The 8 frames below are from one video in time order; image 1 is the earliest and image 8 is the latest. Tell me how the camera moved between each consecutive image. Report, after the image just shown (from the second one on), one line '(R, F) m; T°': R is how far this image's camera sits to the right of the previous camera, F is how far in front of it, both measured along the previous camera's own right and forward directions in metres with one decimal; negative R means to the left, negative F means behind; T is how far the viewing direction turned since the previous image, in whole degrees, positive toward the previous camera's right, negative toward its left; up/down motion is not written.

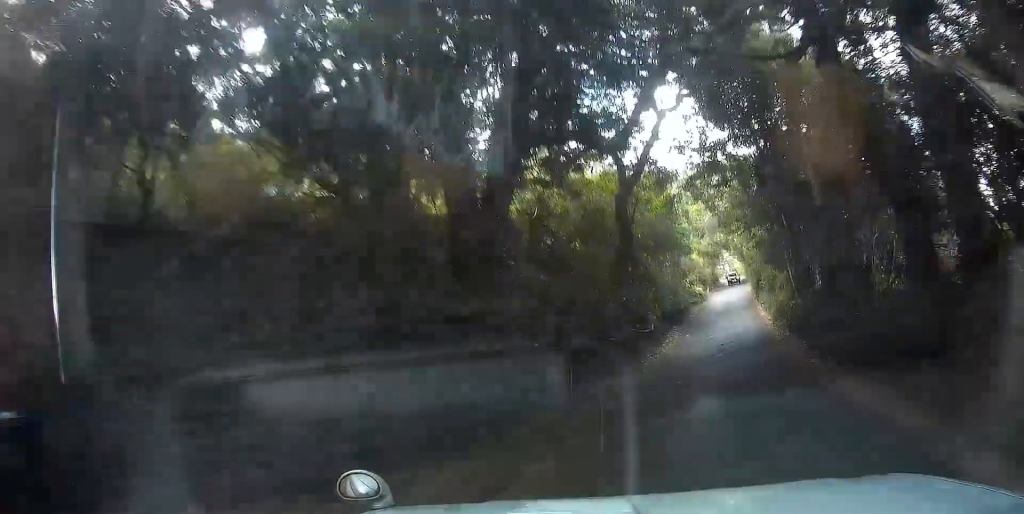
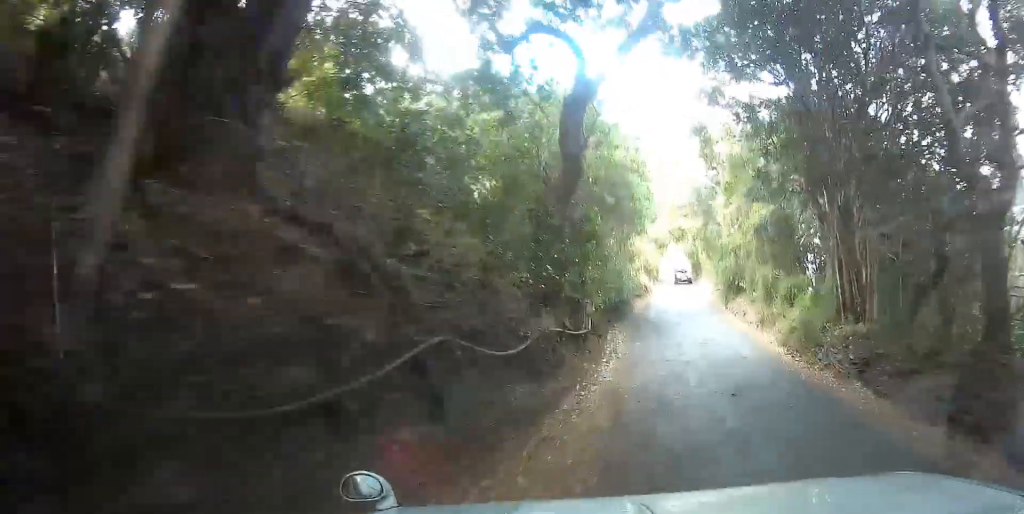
(+0.4, +10.4) m; +4°
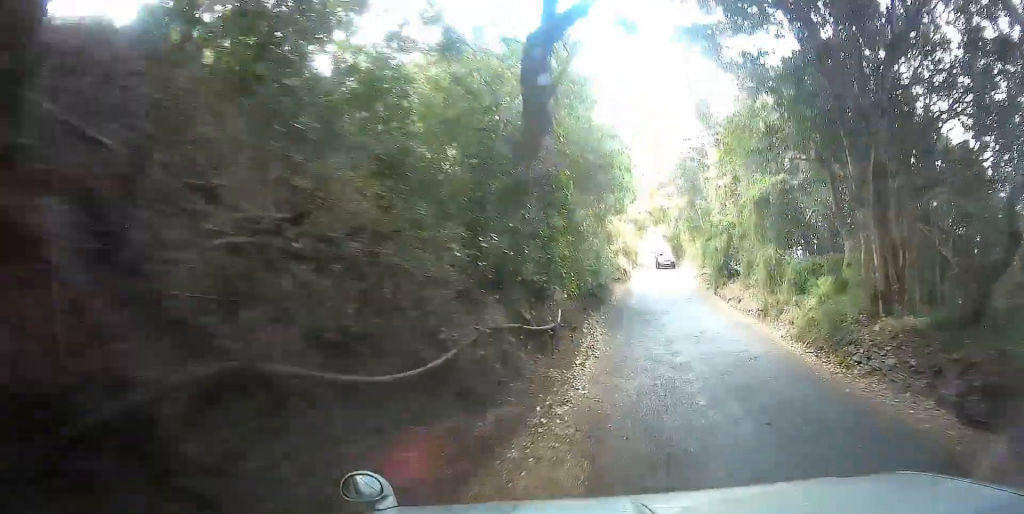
(0.0, +3.5) m; +1°
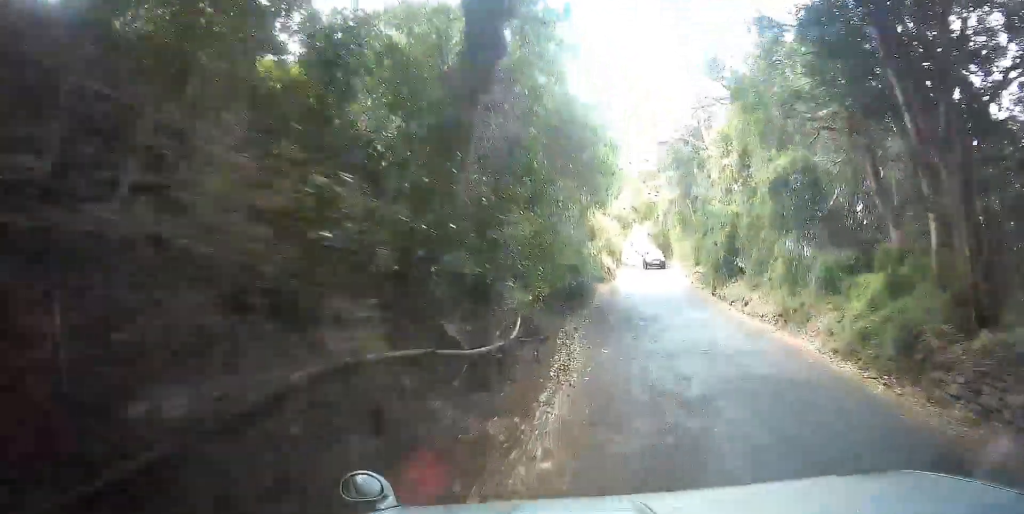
(+0.1, +4.0) m; +1°
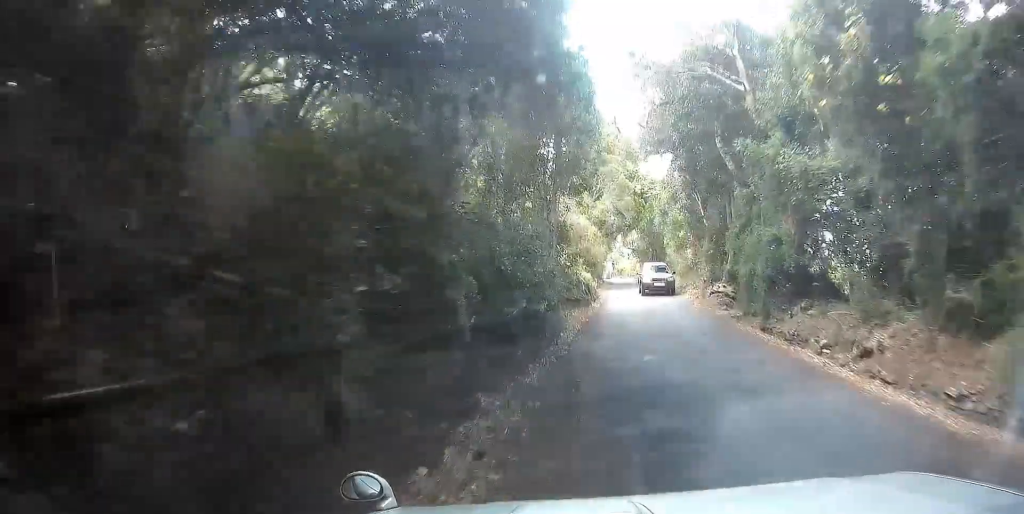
(+0.3, +11.6) m; +4°
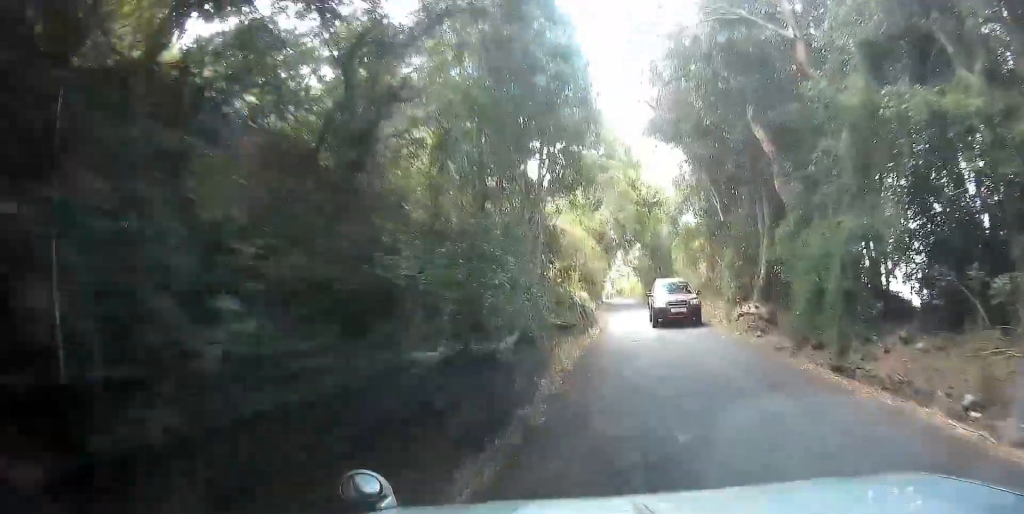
(+0.1, +5.3) m; +1°
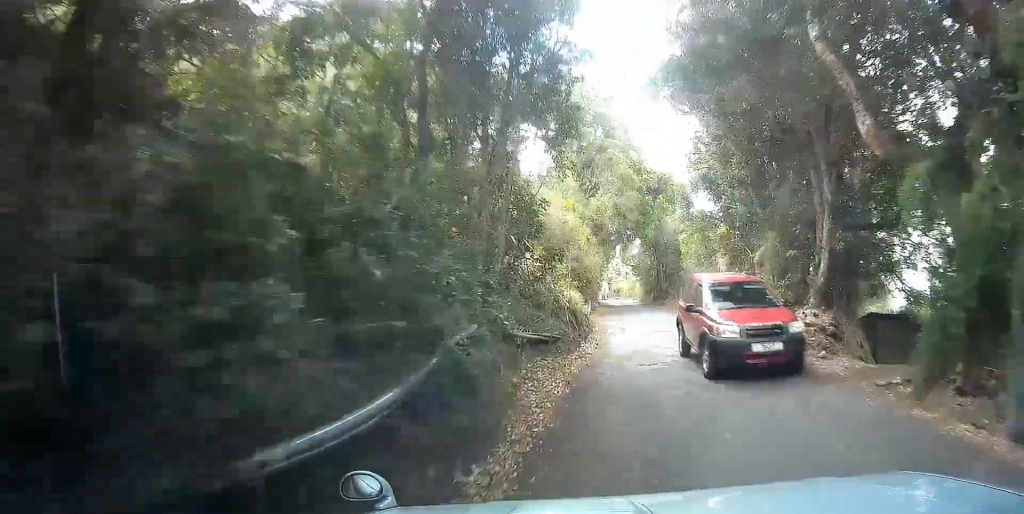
(0.0, +5.3) m; 0°
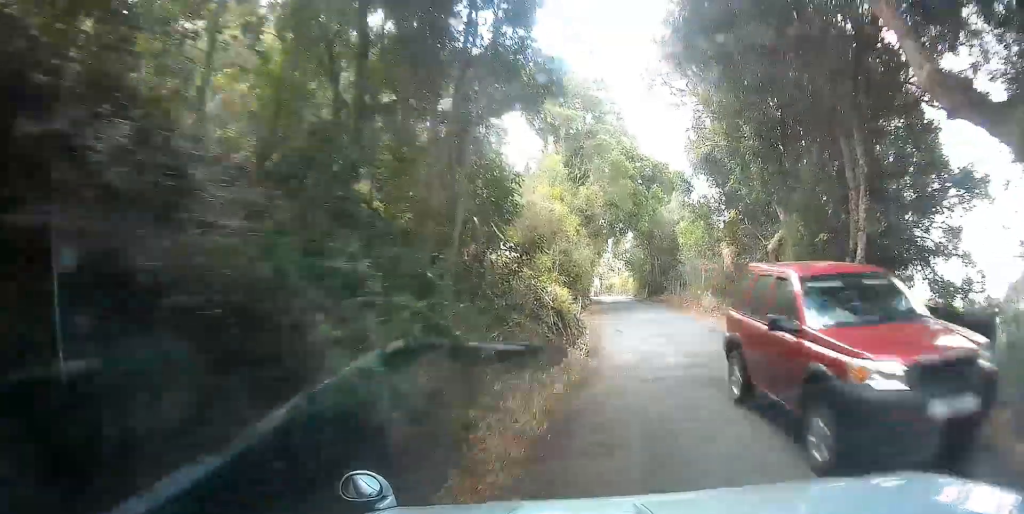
(-0.1, +2.6) m; +1°
